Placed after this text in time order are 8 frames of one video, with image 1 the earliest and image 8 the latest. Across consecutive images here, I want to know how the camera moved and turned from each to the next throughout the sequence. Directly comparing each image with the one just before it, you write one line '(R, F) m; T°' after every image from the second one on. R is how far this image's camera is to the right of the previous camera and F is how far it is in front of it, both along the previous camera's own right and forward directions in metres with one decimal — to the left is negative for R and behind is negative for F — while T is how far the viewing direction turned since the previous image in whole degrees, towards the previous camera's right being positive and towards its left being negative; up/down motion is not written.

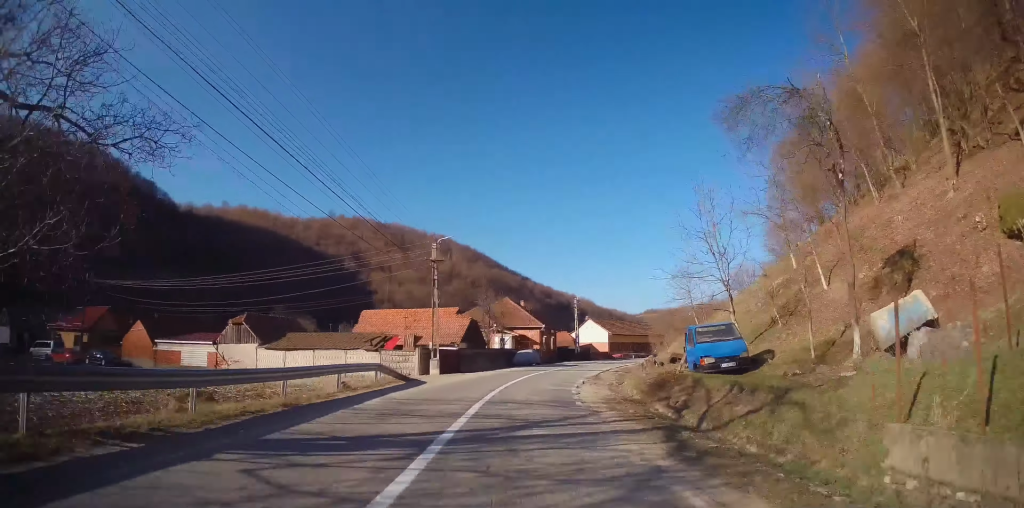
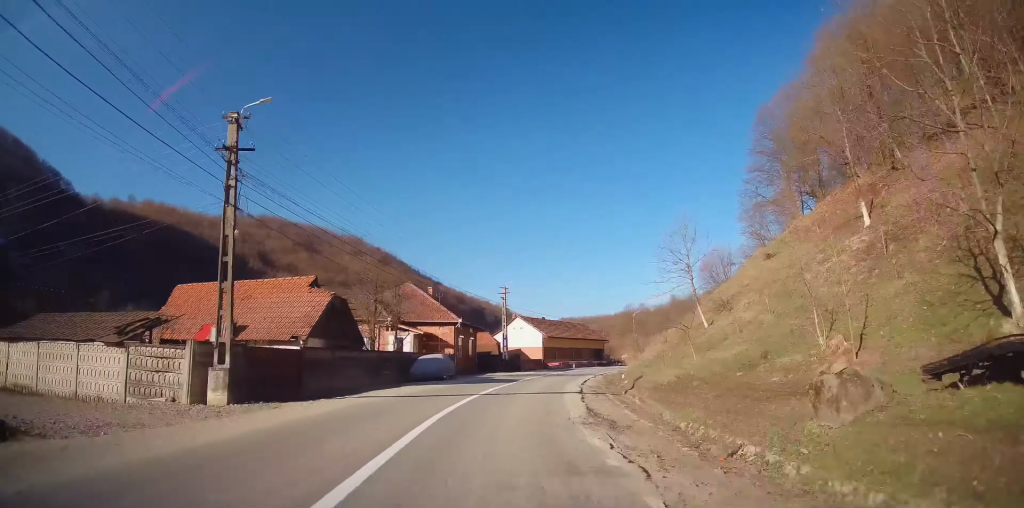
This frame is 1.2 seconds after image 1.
(+1.7, +19.7) m; +10°
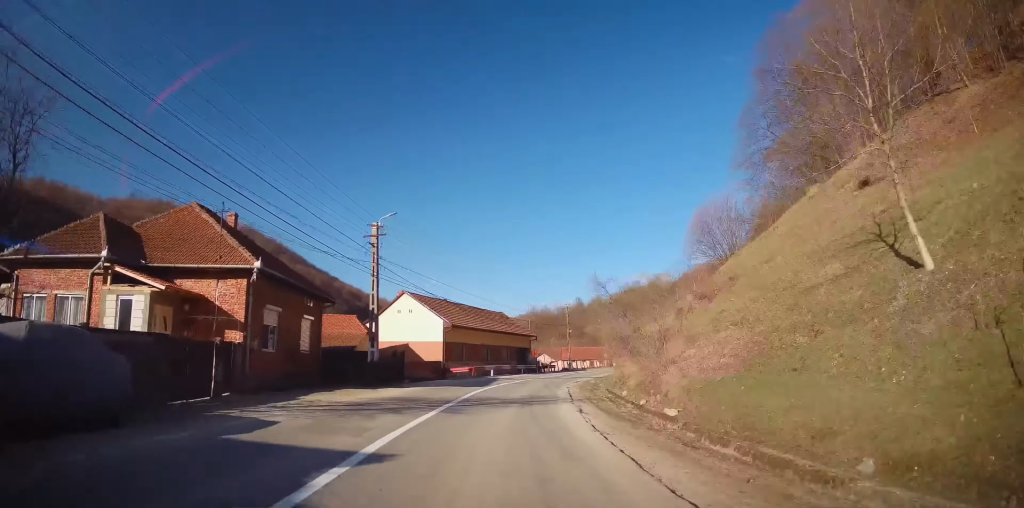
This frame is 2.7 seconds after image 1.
(+2.5, +23.8) m; +10°
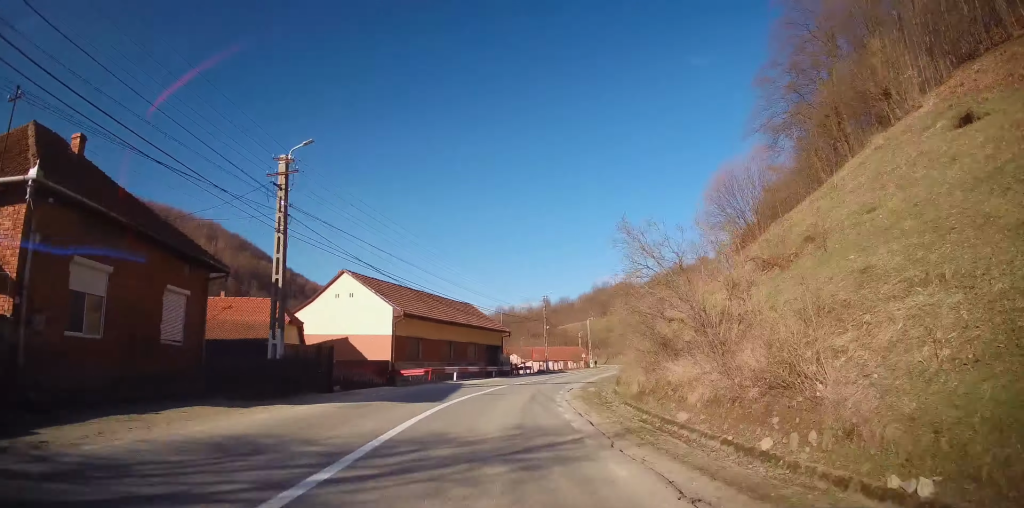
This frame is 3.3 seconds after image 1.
(+0.2, +9.0) m; +4°
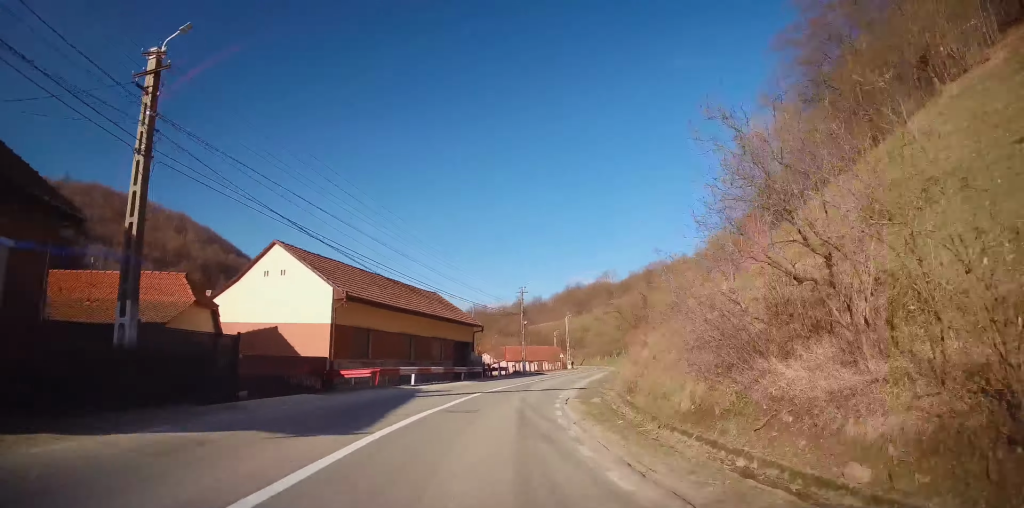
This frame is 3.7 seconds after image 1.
(-0.2, +6.9) m; +3°
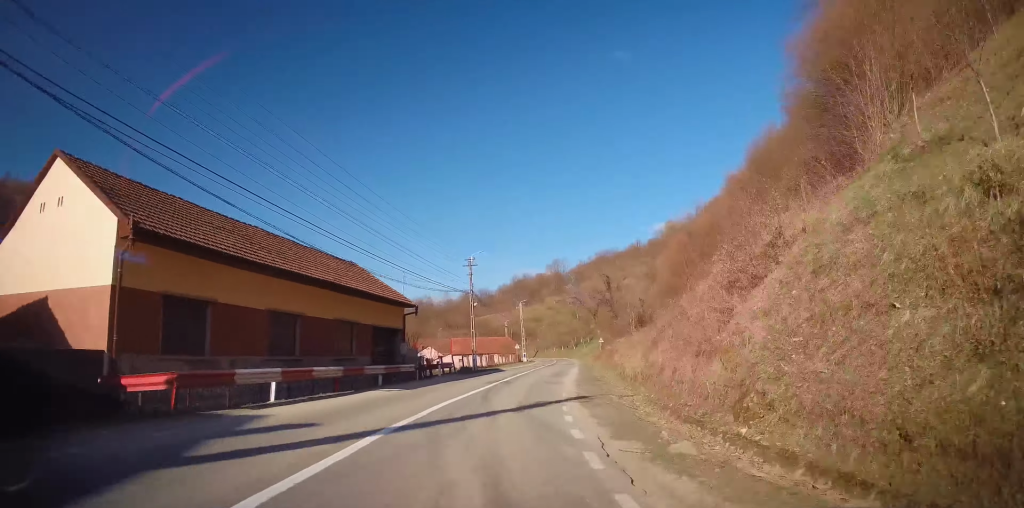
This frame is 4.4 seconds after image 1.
(+0.8, +11.8) m; +5°
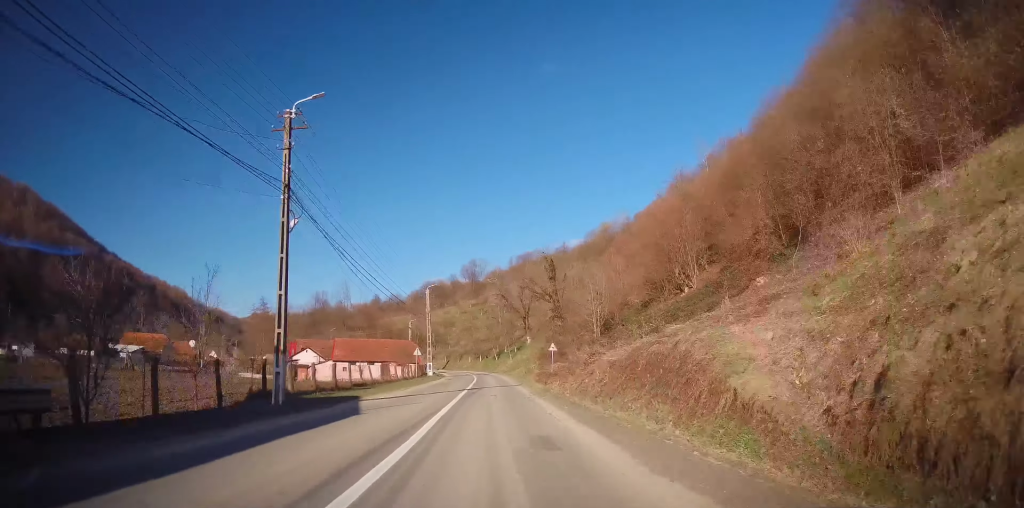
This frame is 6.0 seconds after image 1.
(+2.0, +25.0) m; +9°
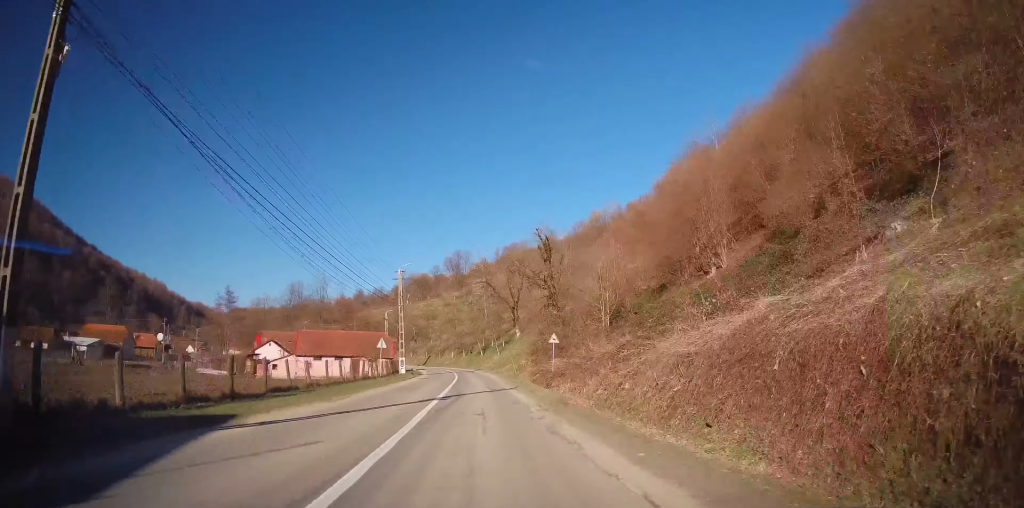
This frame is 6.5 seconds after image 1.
(+0.4, +8.8) m; +2°
